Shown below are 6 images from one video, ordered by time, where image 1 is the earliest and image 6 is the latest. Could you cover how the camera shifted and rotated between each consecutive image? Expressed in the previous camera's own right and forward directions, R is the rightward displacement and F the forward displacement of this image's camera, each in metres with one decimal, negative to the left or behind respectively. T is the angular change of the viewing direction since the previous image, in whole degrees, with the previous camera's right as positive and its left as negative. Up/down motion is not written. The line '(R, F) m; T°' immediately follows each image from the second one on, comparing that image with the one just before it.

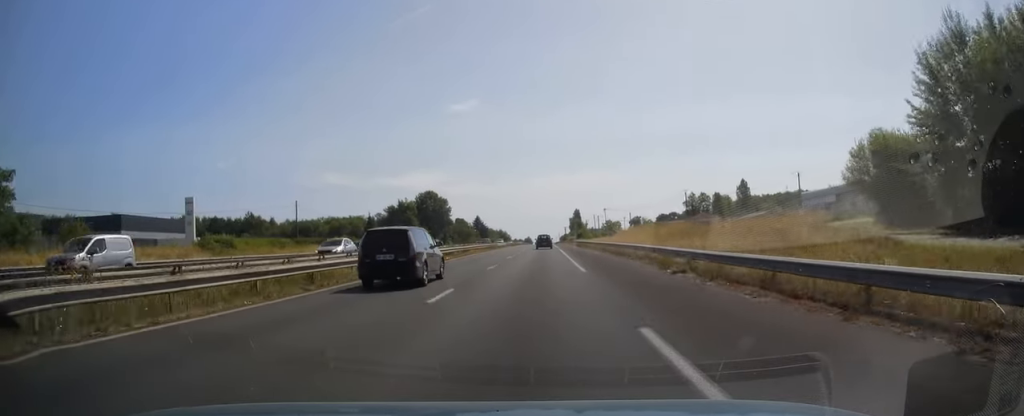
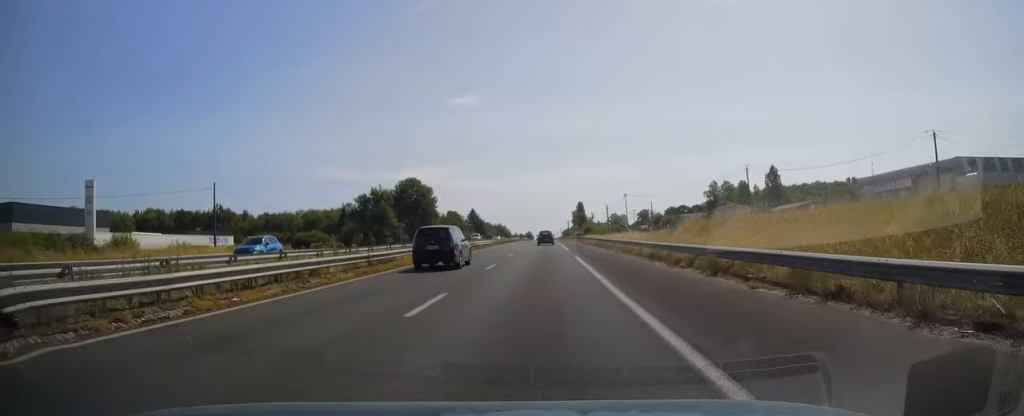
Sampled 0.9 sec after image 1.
(0.0, +28.7) m; 0°
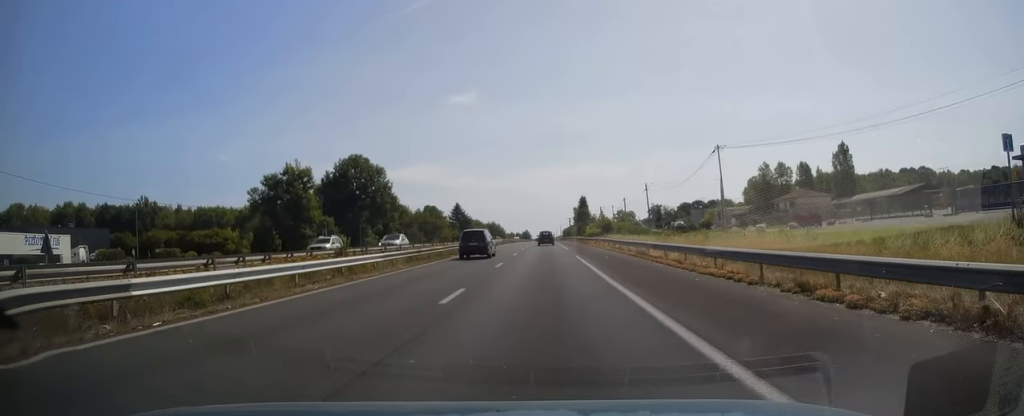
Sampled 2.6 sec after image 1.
(0.0, +49.6) m; 0°
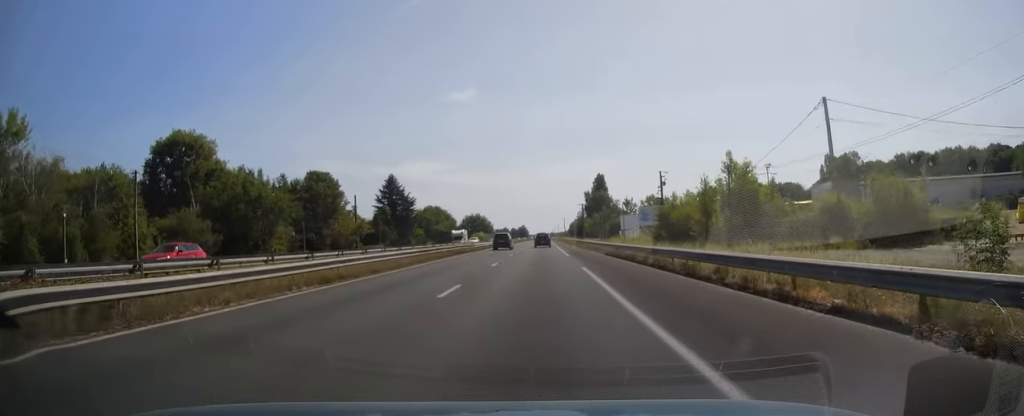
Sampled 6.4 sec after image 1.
(+0.1, +115.1) m; 0°
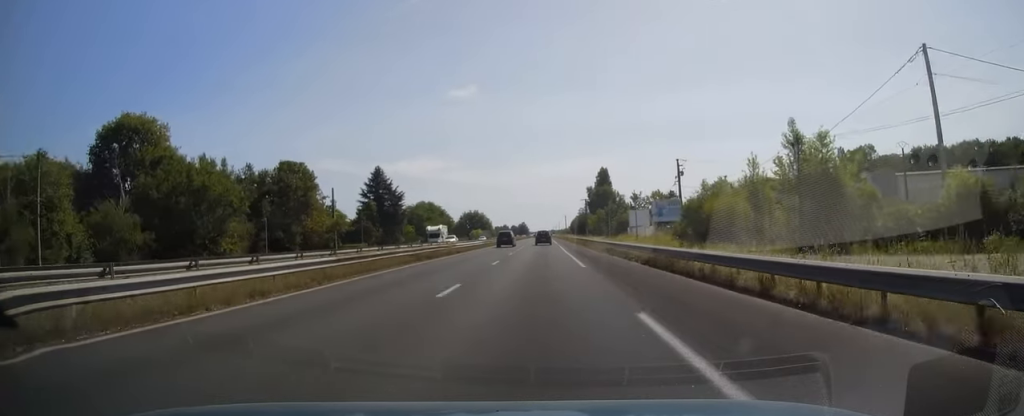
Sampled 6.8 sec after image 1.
(0.0, +13.2) m; 0°
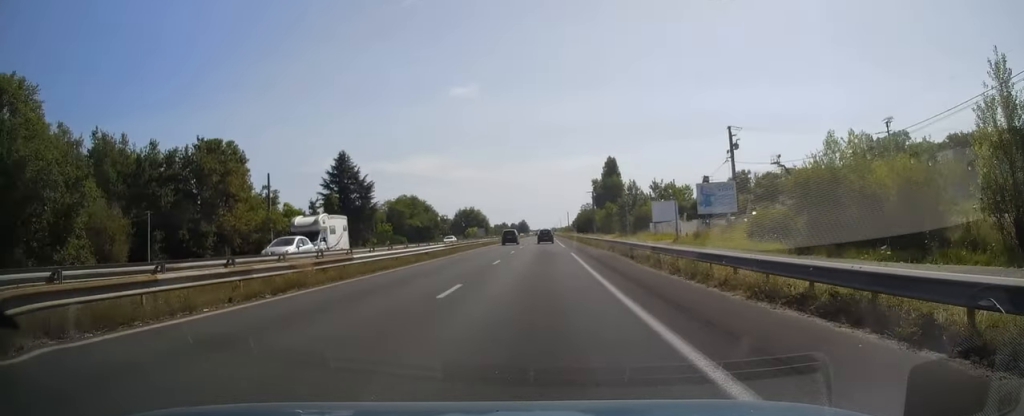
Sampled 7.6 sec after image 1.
(0.0, +25.9) m; 0°
